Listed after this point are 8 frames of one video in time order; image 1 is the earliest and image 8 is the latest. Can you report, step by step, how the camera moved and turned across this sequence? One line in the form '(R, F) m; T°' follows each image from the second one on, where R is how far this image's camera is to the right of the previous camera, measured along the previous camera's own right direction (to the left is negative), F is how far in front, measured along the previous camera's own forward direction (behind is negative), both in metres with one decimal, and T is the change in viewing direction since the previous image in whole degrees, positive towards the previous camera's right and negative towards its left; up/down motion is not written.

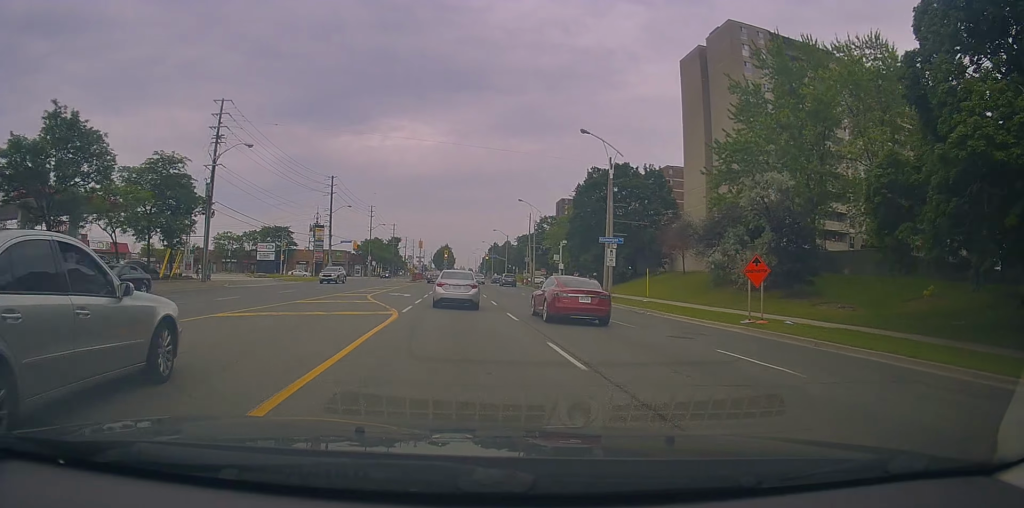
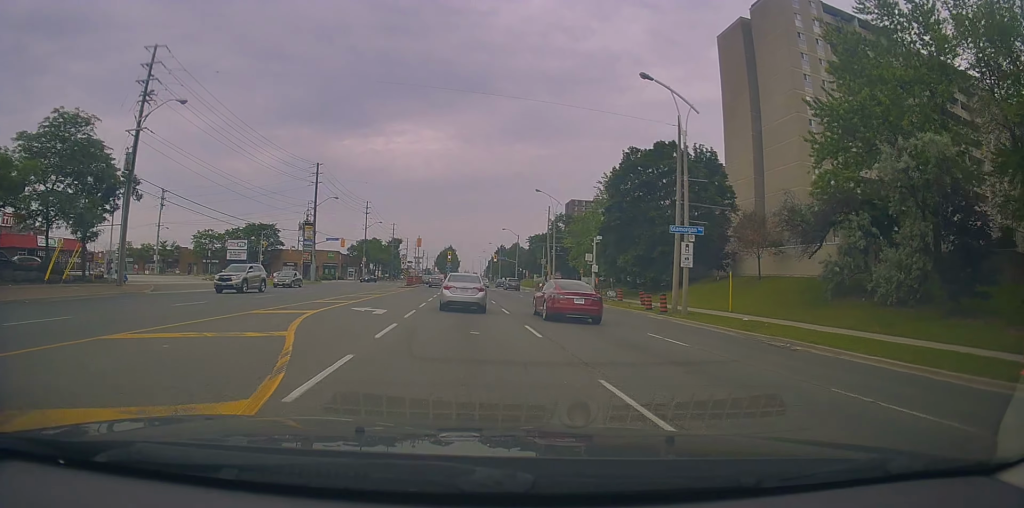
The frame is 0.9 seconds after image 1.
(+0.5, +12.7) m; +1°
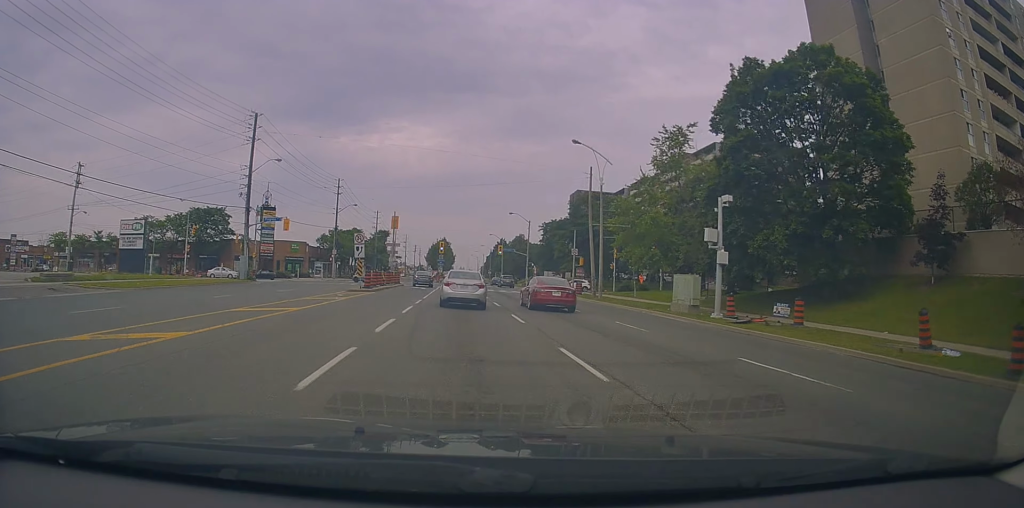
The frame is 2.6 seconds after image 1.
(-1.0, +23.6) m; -2°
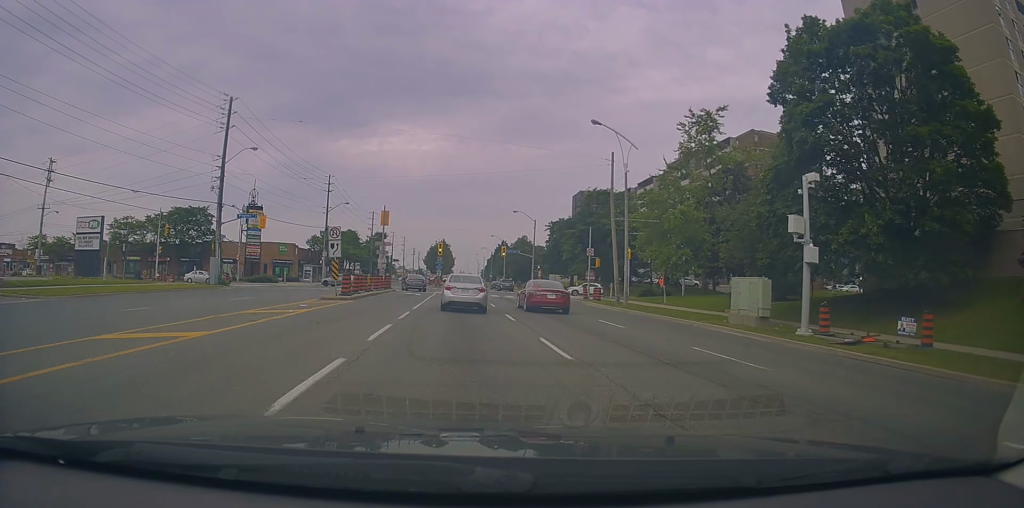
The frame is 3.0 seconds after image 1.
(+0.1, +6.4) m; 0°
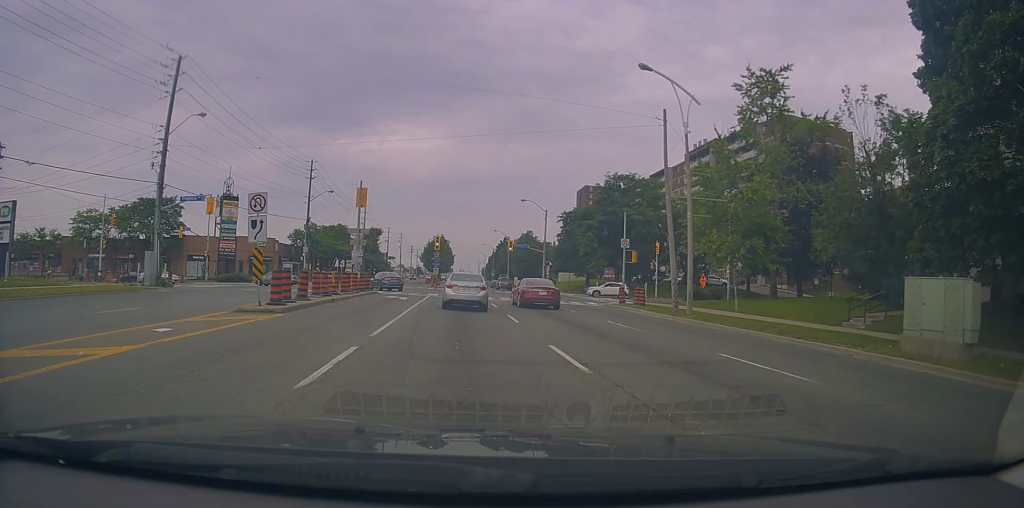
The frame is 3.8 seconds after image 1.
(+0.5, +10.7) m; 0°
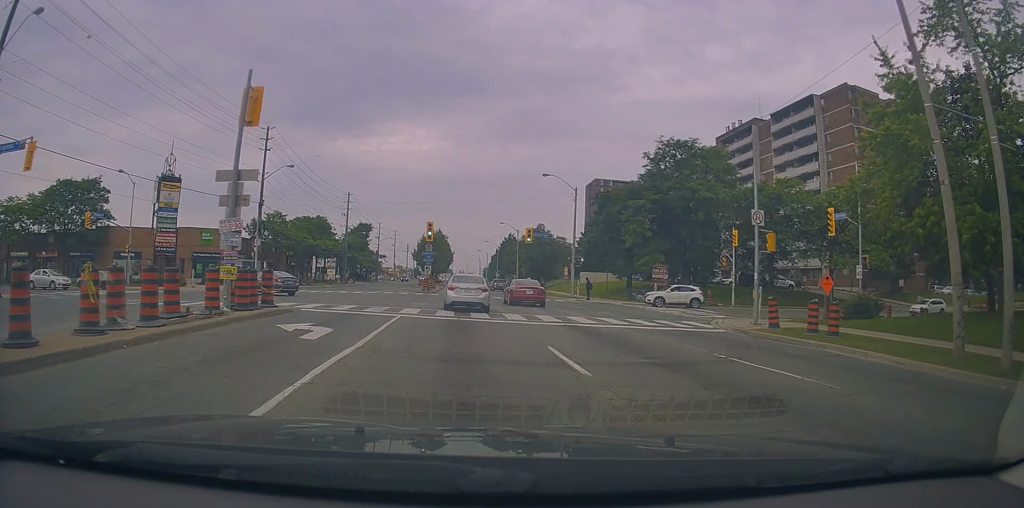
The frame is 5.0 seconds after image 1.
(-0.7, +17.8) m; -1°
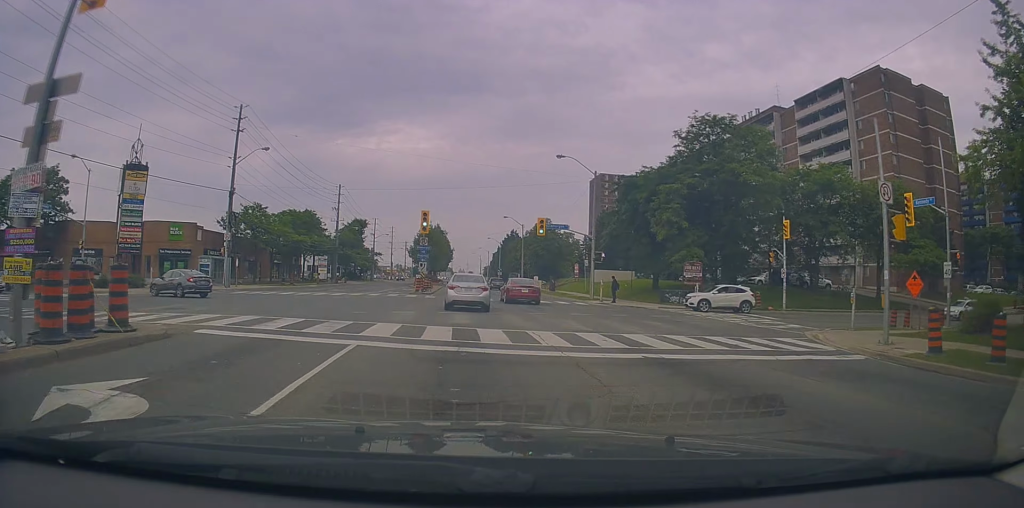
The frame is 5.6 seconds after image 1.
(+0.1, +7.6) m; +1°
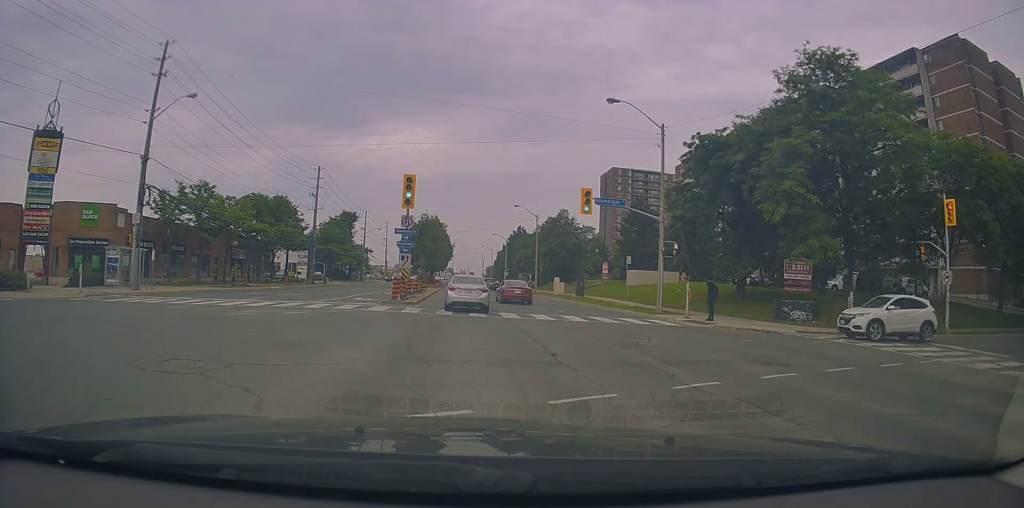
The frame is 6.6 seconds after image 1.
(+0.2, +15.4) m; 0°
